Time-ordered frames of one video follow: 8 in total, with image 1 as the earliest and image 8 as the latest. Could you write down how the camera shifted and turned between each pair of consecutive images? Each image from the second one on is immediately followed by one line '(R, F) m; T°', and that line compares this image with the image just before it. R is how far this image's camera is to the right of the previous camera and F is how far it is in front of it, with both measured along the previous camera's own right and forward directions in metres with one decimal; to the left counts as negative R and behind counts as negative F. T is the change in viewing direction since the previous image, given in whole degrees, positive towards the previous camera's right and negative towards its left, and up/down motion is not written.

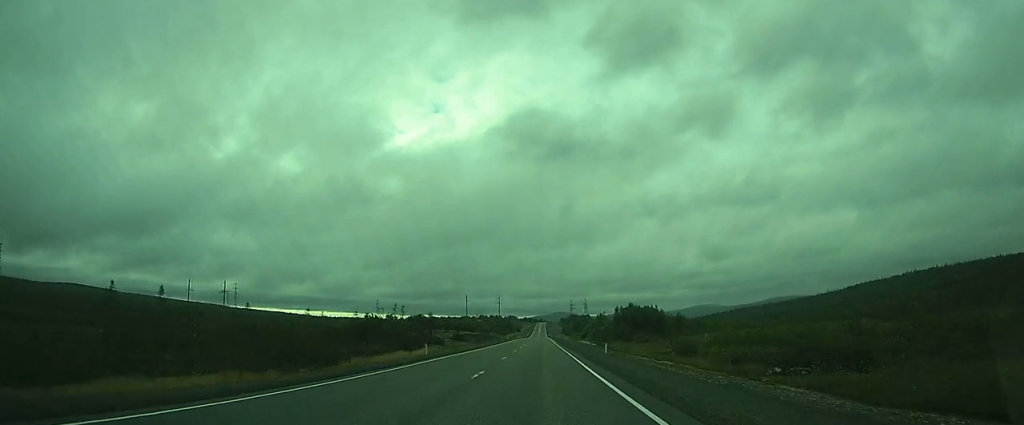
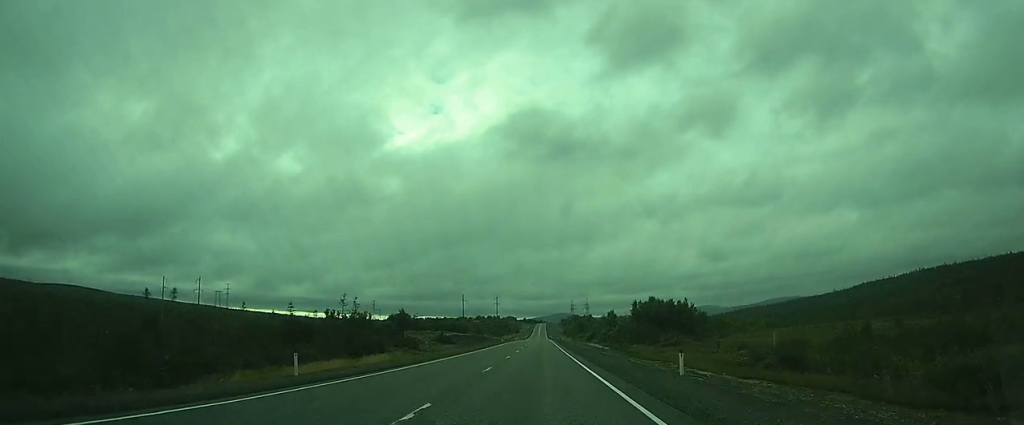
(0.0, +21.3) m; 0°
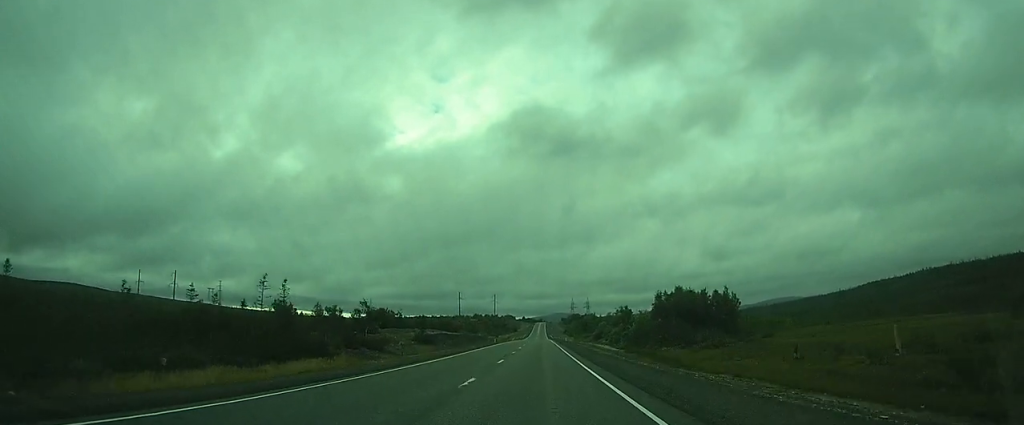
(0.0, +18.0) m; 0°
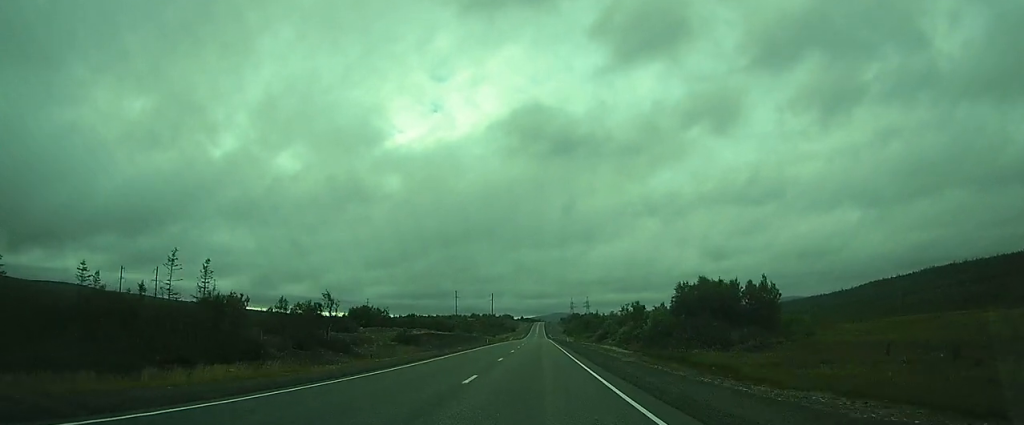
(-0.1, +11.4) m; 0°
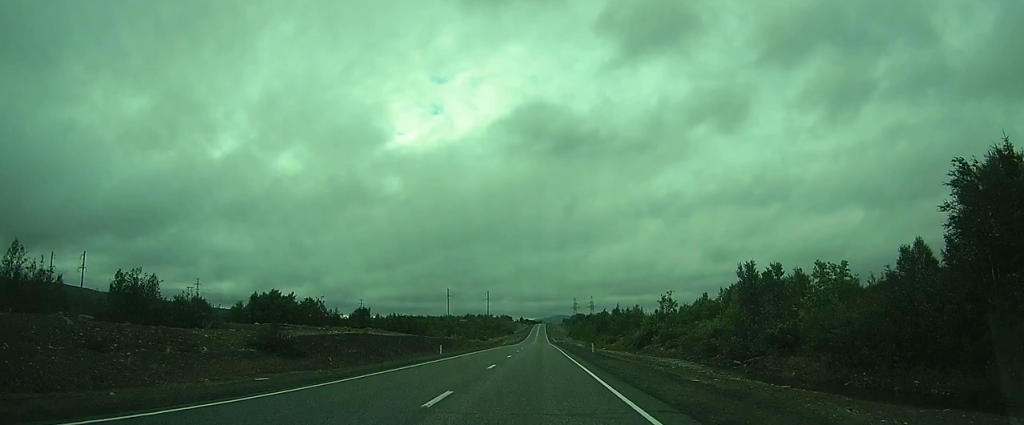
(+0.1, +41.7) m; 0°
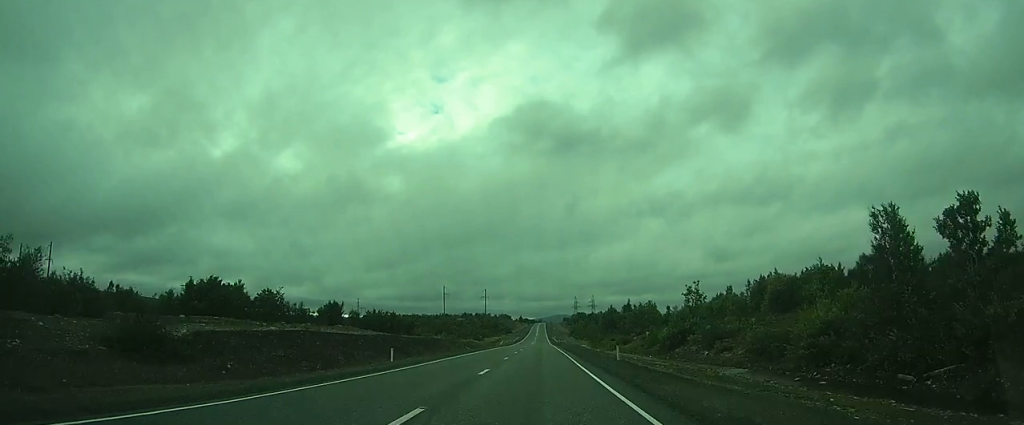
(0.0, +15.5) m; 0°
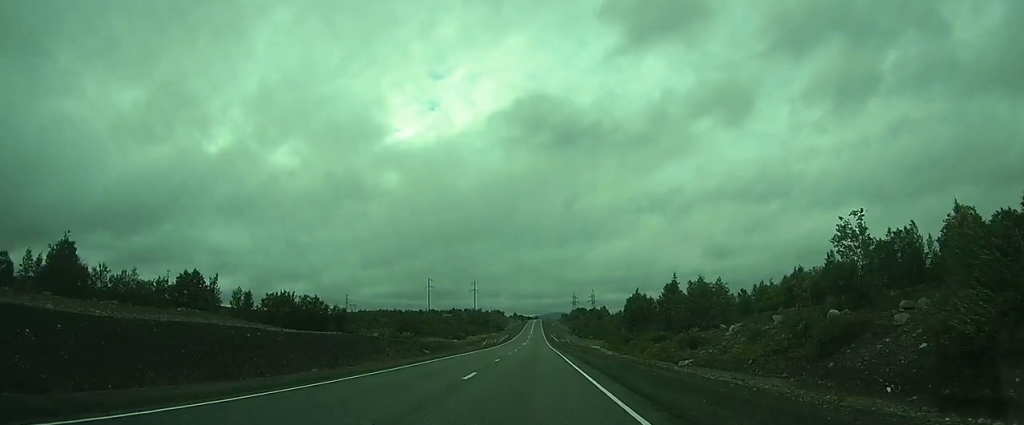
(+0.1, +39.1) m; 0°
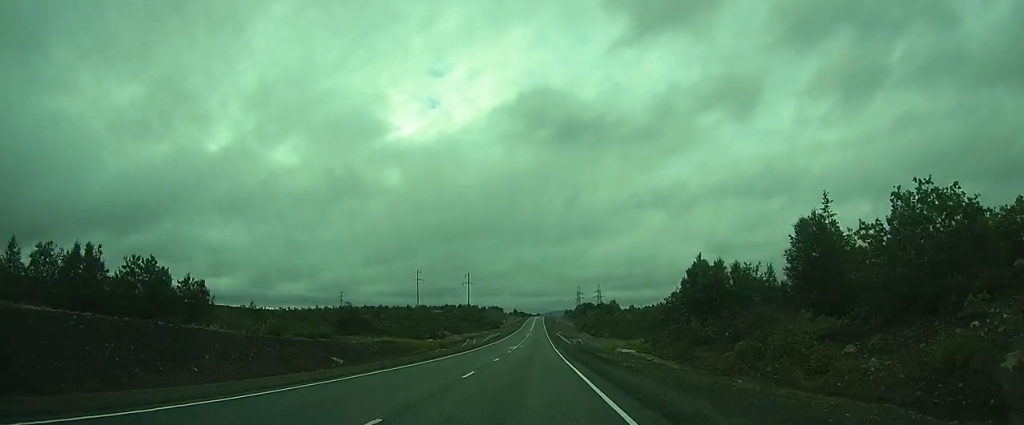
(-0.1, +35.8) m; 0°
